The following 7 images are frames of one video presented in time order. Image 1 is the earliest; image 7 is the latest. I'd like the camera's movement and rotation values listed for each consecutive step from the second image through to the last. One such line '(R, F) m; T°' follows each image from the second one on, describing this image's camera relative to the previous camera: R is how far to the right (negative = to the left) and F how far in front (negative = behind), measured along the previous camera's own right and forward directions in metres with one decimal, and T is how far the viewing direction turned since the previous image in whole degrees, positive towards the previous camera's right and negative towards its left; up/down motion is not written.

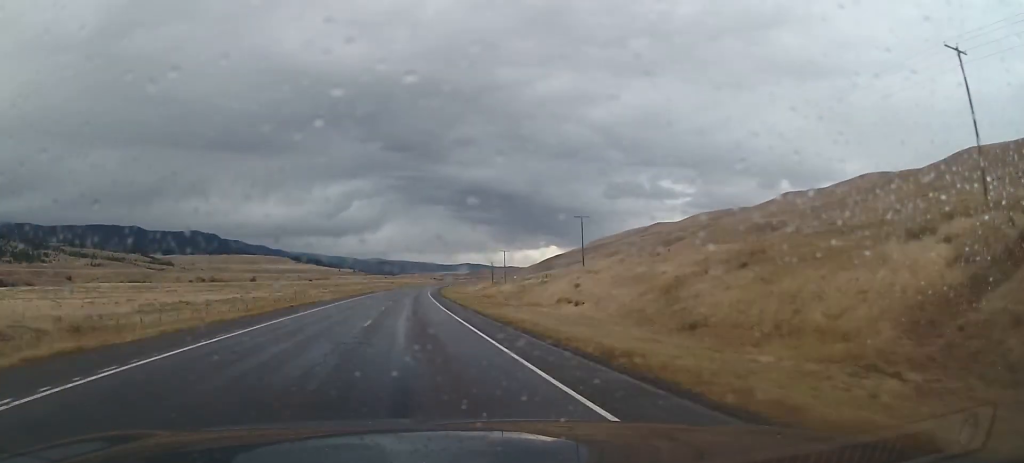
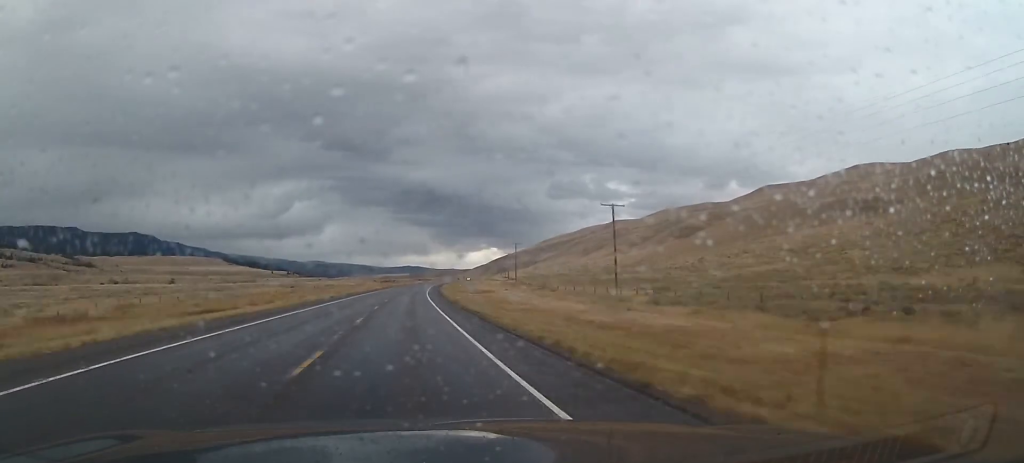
(+2.5, +184.4) m; +5°
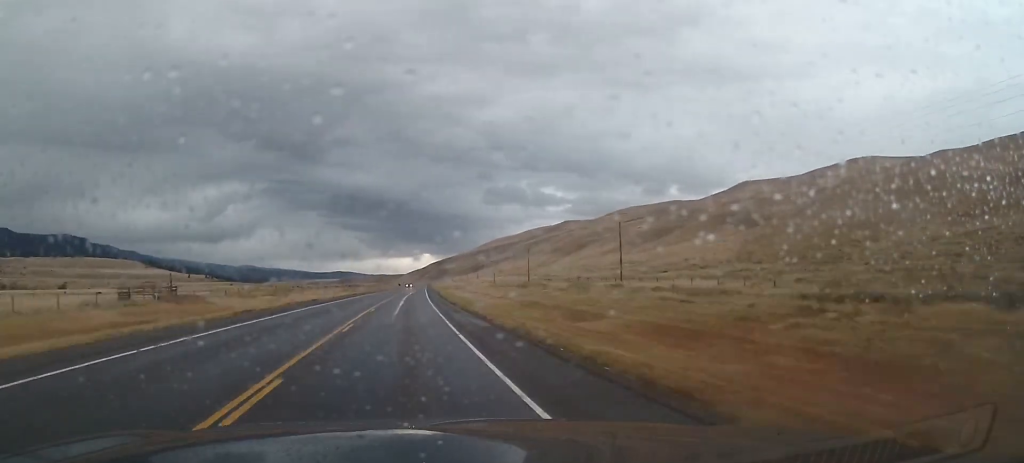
(+14.7, +214.0) m; +4°
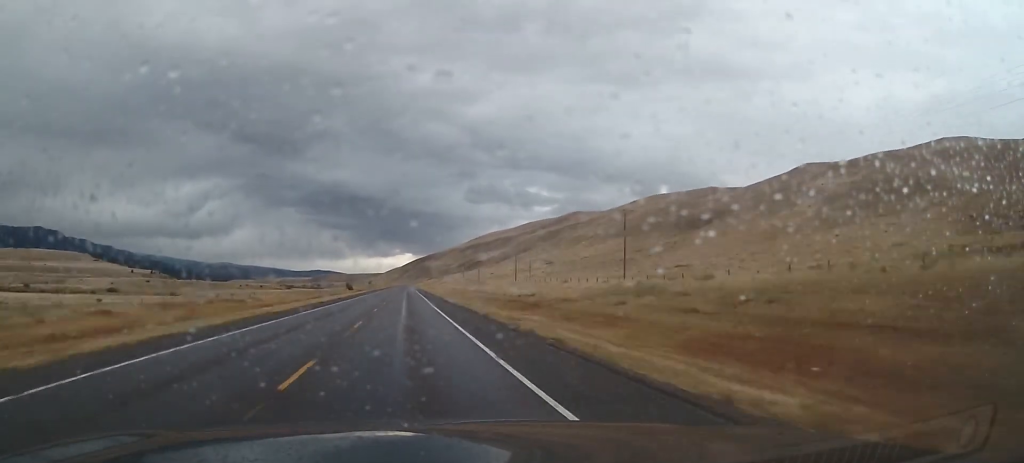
(+10.3, +305.9) m; +2°
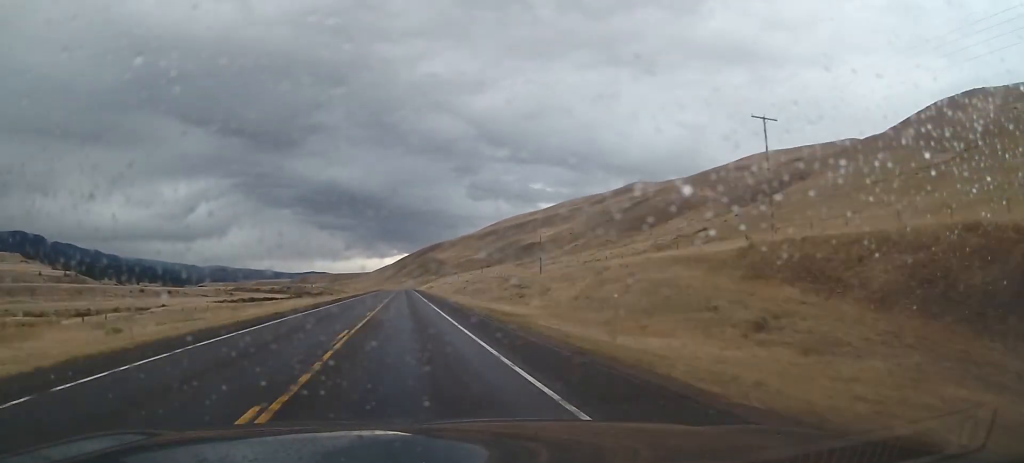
(+0.9, +476.1) m; -1°
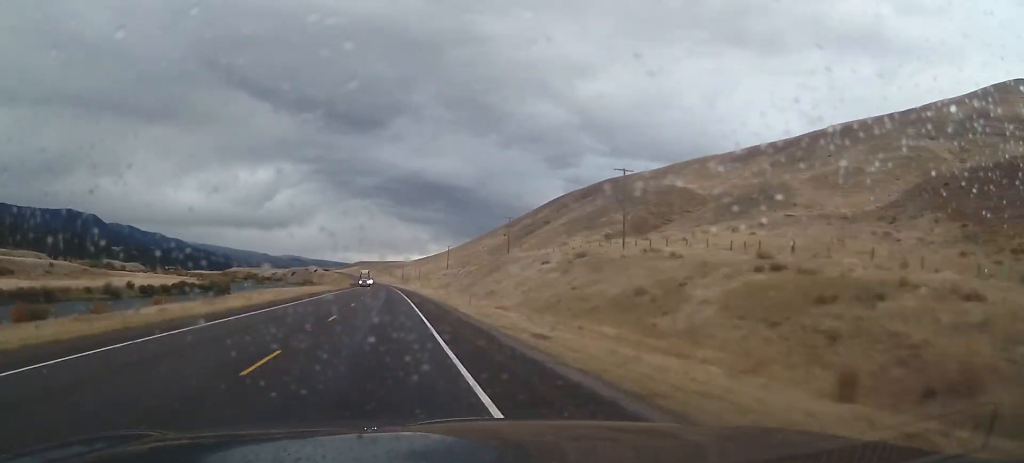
(-51.7, +735.5) m; -10°
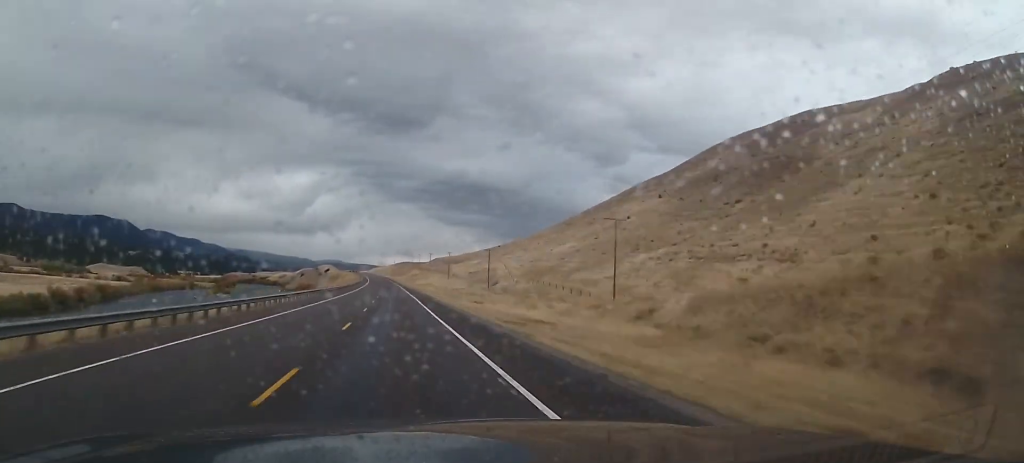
(-8.7, +230.0) m; -4°
